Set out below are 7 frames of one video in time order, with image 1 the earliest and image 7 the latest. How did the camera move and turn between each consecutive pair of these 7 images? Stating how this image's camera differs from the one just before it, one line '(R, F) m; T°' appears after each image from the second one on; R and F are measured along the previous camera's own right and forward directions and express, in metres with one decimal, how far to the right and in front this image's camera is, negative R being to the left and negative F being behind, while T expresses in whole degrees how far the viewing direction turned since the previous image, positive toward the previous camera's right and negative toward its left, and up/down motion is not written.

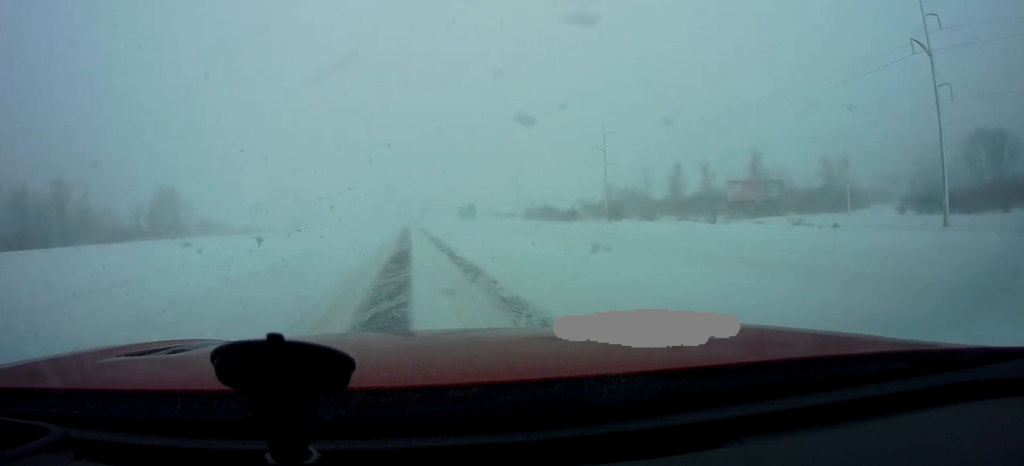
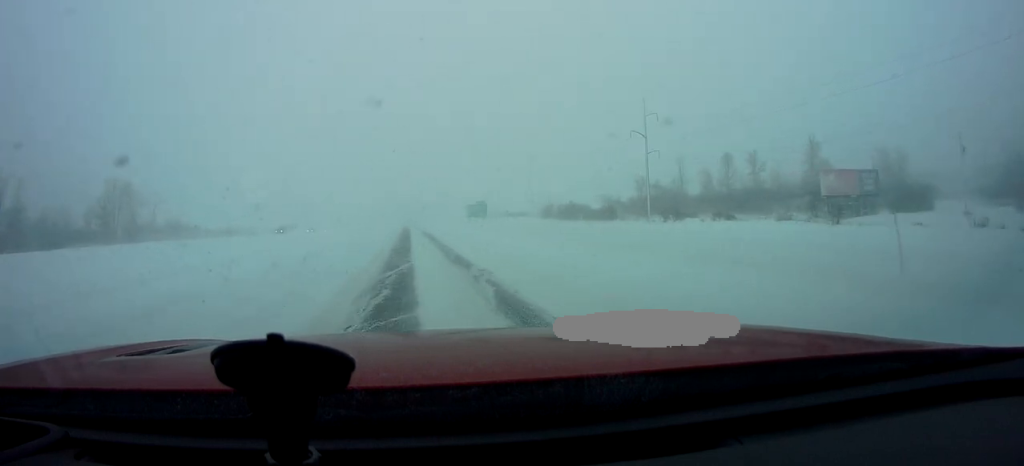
(0.0, +23.1) m; 0°
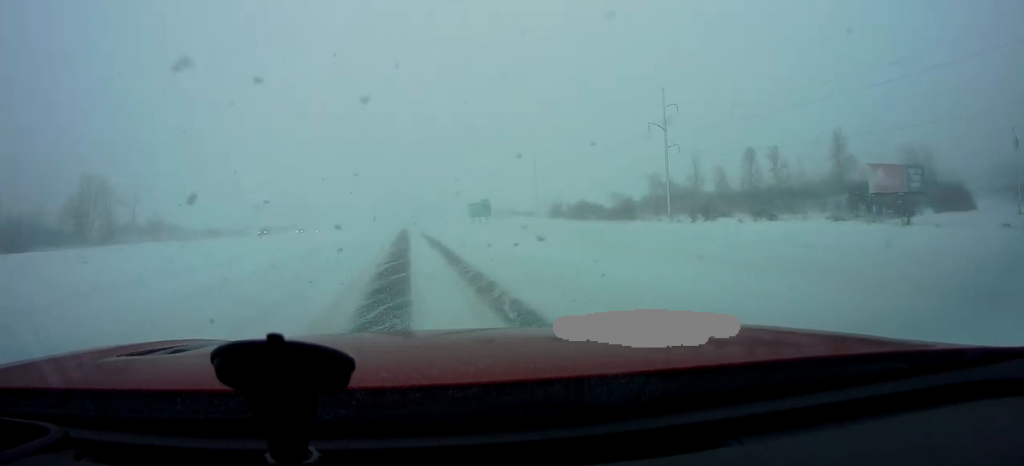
(-0.2, +9.2) m; -1°
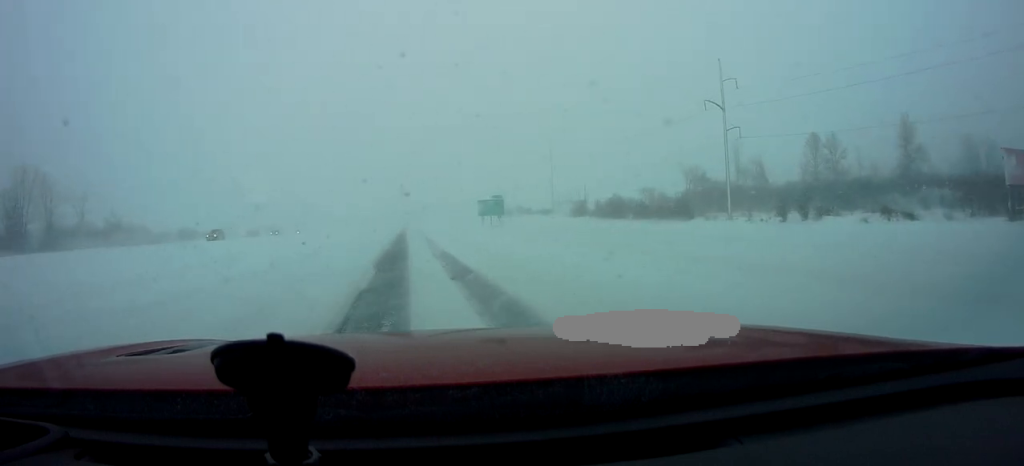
(-0.4, +20.2) m; +1°
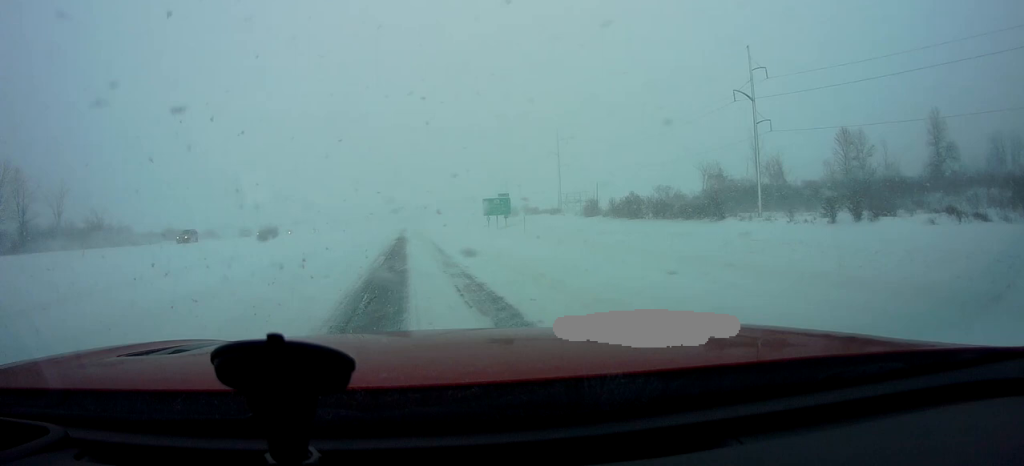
(+0.1, +7.6) m; +1°
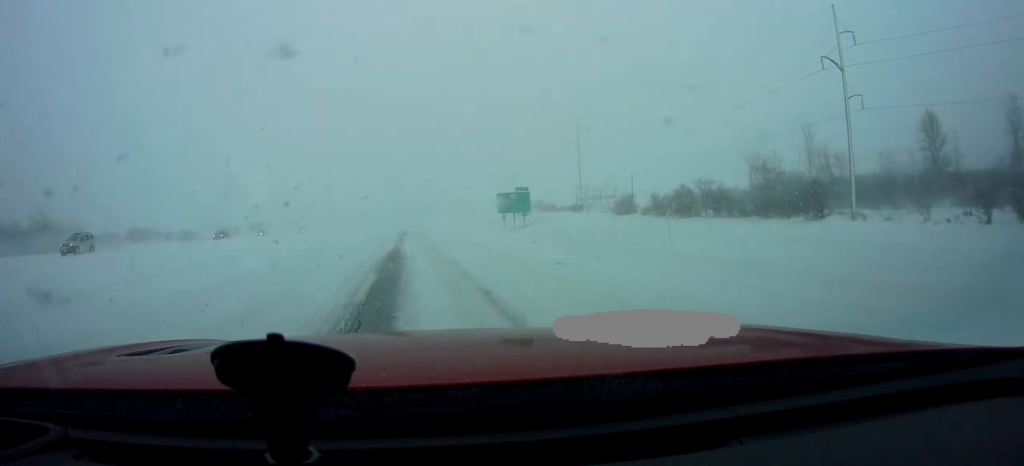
(+0.7, +17.9) m; +1°
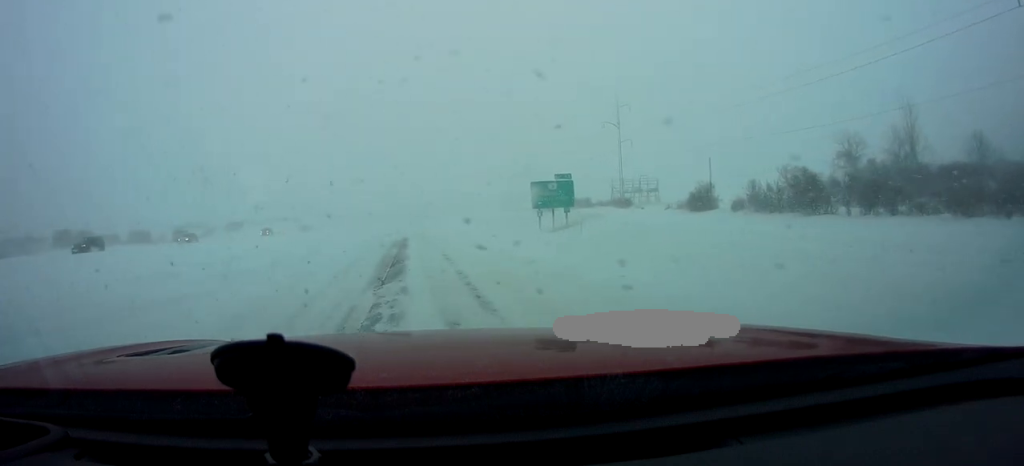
(-1.2, +26.6) m; -3°
